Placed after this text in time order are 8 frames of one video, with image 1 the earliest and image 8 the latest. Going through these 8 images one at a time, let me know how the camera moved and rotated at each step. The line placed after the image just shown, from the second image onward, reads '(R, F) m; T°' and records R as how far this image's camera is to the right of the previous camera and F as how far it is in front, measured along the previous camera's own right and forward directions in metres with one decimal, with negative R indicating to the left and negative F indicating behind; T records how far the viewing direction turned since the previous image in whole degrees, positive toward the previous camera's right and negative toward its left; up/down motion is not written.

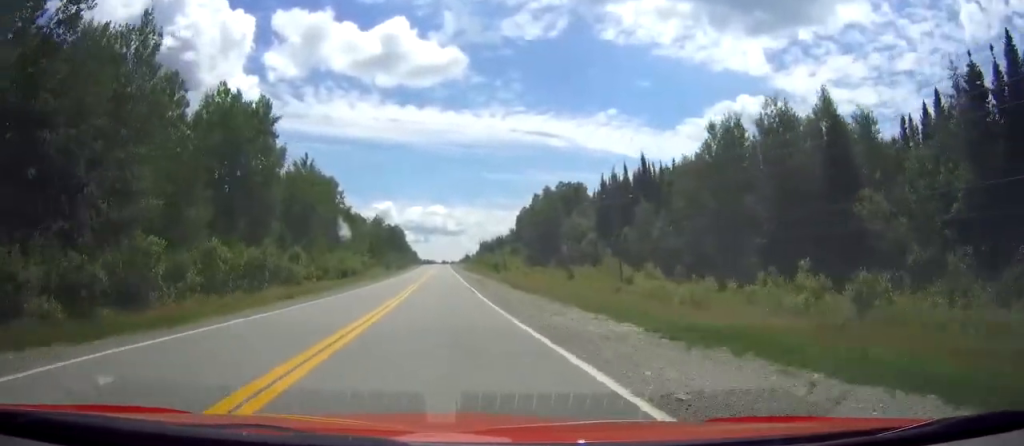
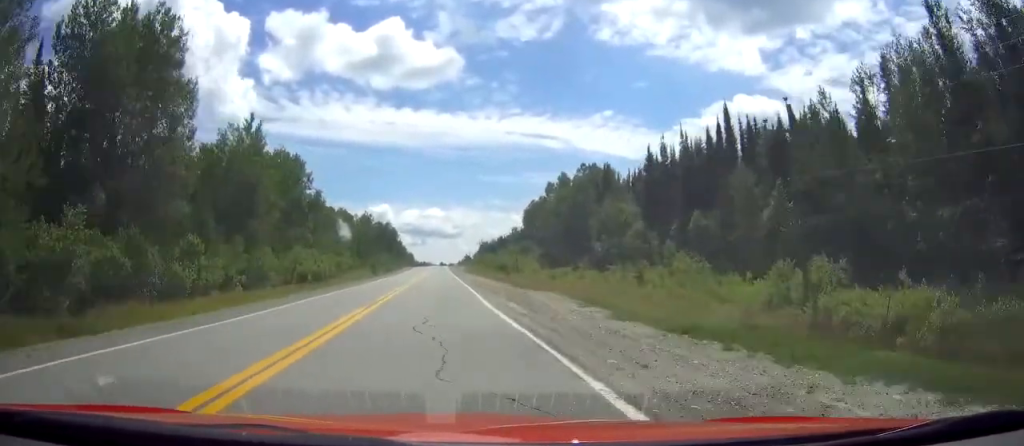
(+0.2, +28.8) m; 0°
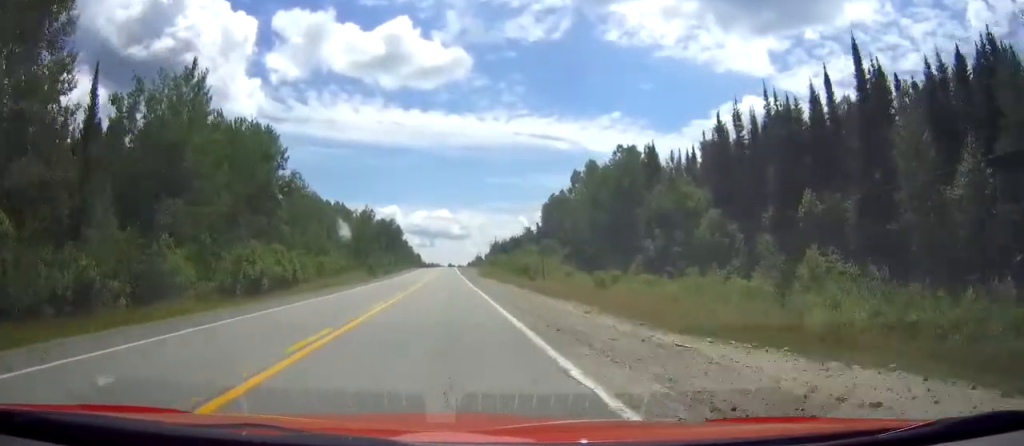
(-0.1, +21.2) m; 0°
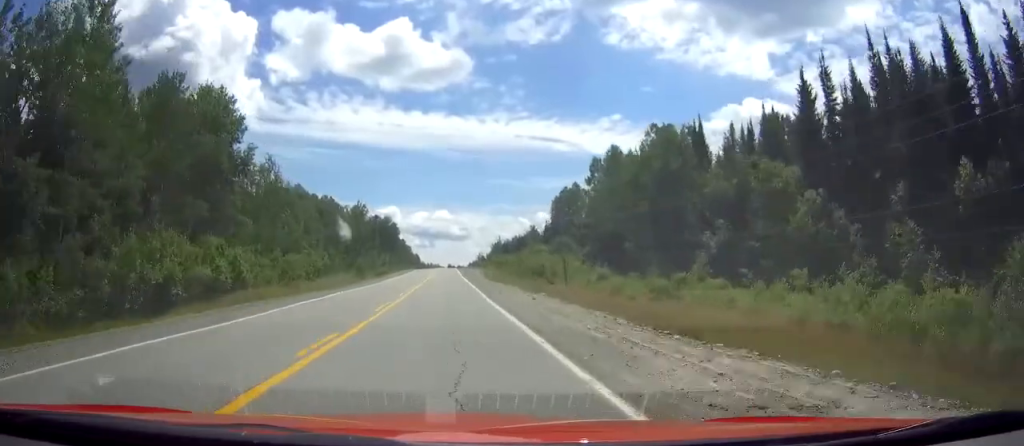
(0.0, +18.0) m; 0°
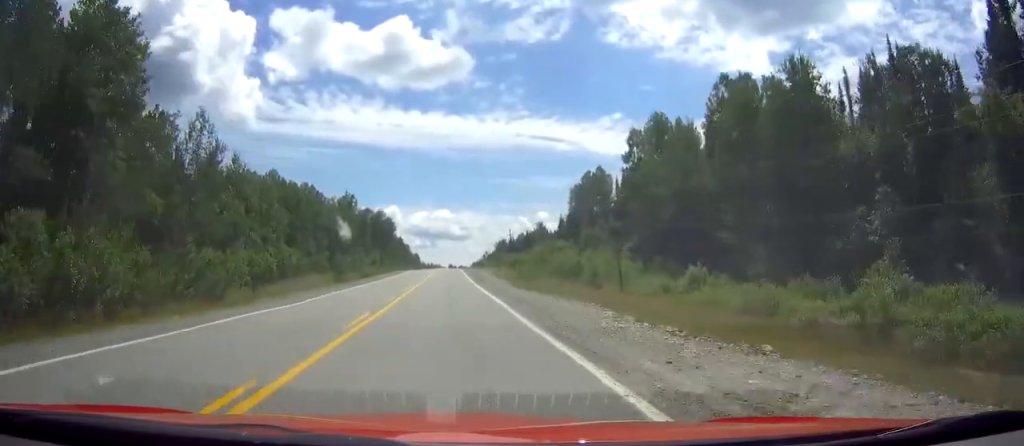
(0.0, +24.3) m; 0°
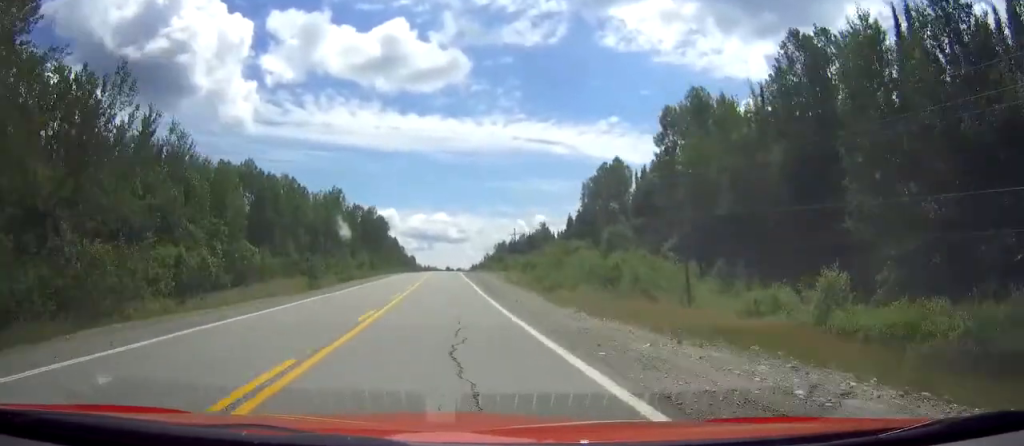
(0.0, +15.8) m; 0°
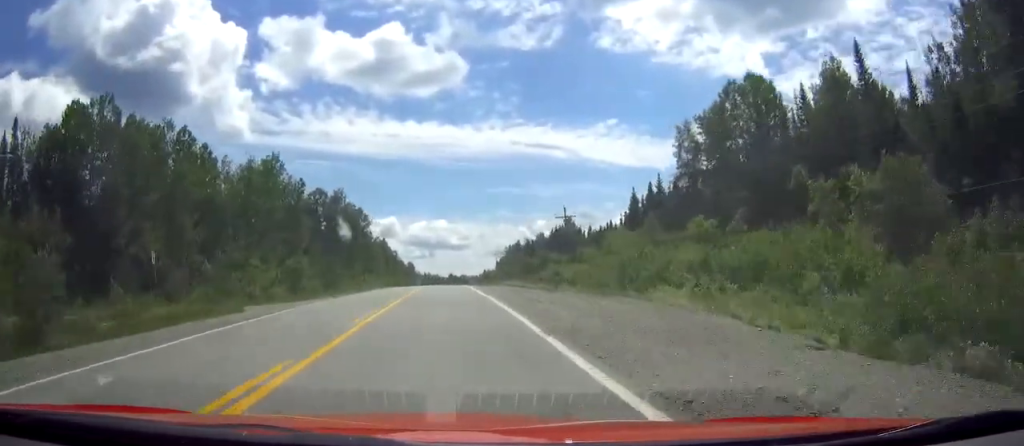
(+0.1, +54.5) m; 0°
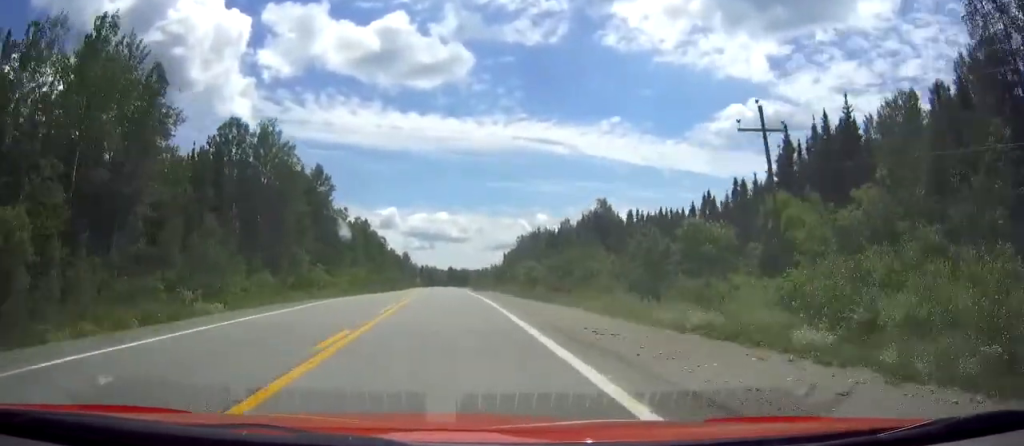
(+0.1, +49.2) m; 0°
